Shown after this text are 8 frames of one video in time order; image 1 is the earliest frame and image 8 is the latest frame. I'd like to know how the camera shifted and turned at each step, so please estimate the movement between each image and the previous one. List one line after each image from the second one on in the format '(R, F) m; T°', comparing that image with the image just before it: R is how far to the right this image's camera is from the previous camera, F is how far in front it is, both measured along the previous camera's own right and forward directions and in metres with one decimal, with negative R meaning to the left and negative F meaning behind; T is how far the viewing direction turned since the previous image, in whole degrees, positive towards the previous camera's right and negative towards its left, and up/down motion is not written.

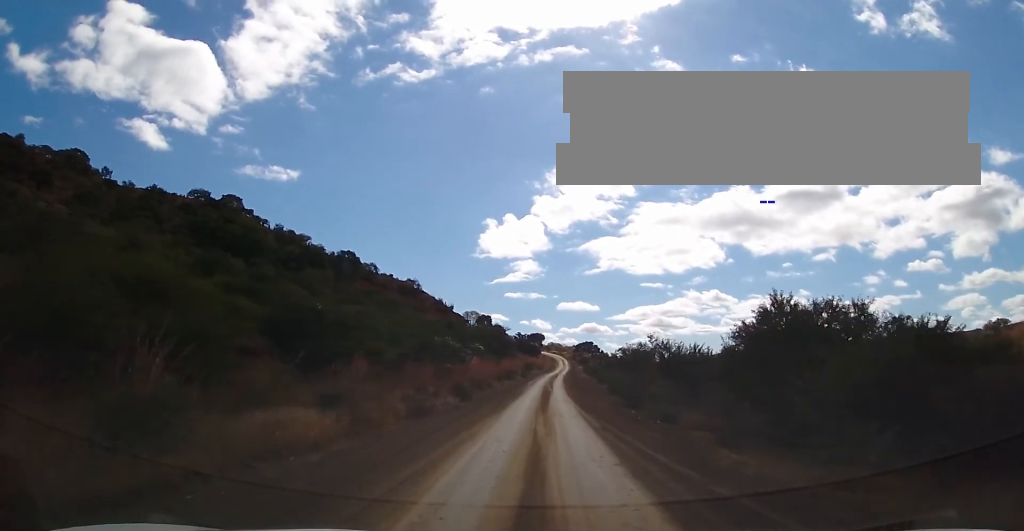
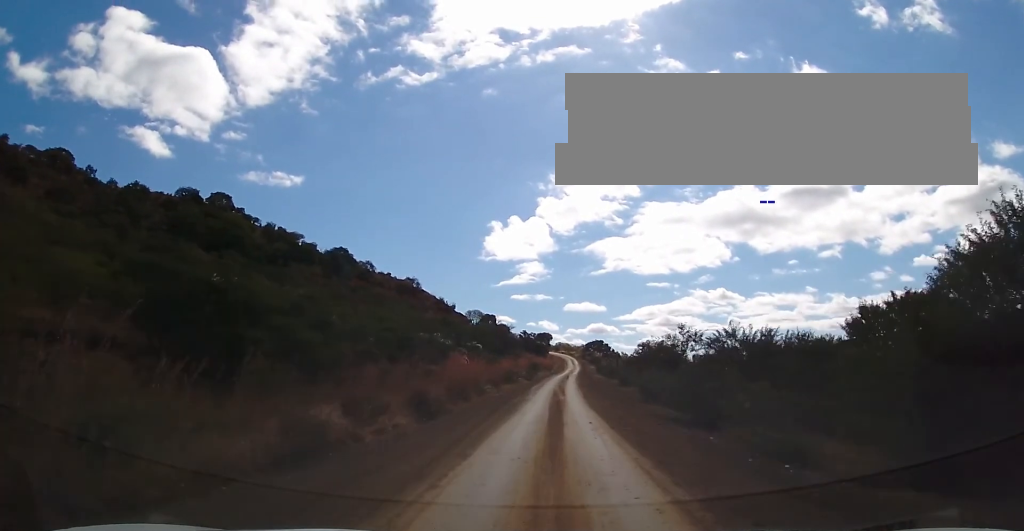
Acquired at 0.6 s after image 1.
(-0.3, +11.7) m; -1°
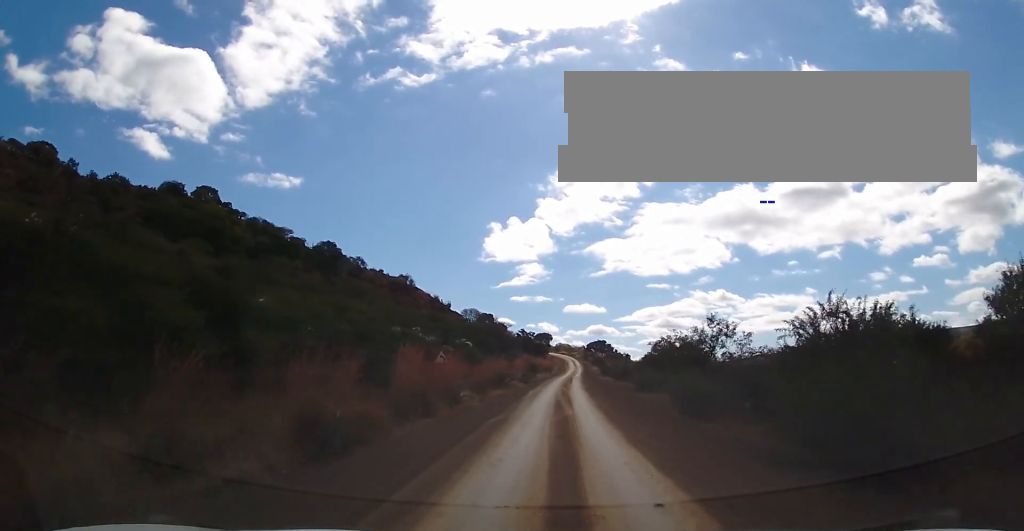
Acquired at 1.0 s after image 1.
(-0.1, +9.7) m; 0°
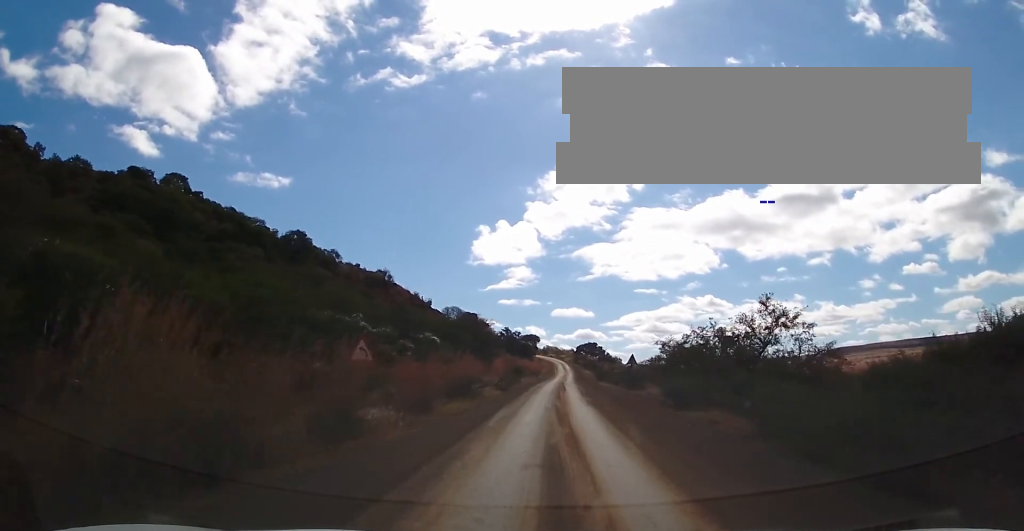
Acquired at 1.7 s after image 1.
(0.0, +13.2) m; +1°
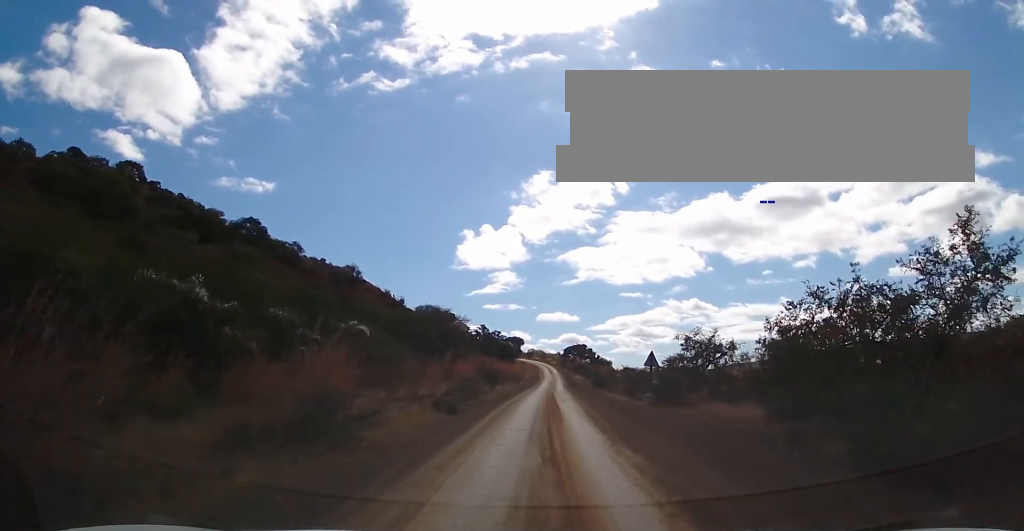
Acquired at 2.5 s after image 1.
(+0.2, +17.4) m; +1°
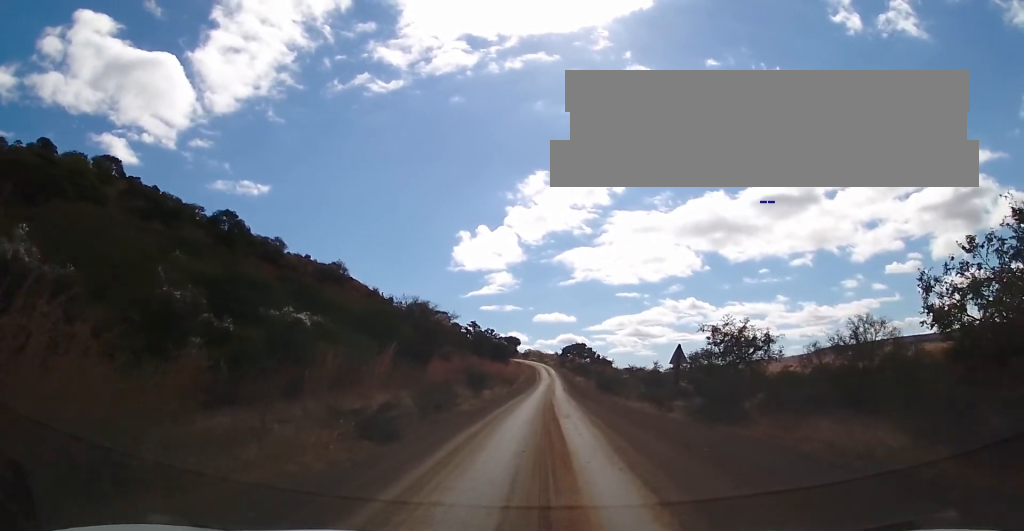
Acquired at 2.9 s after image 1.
(0.0, +9.1) m; +1°
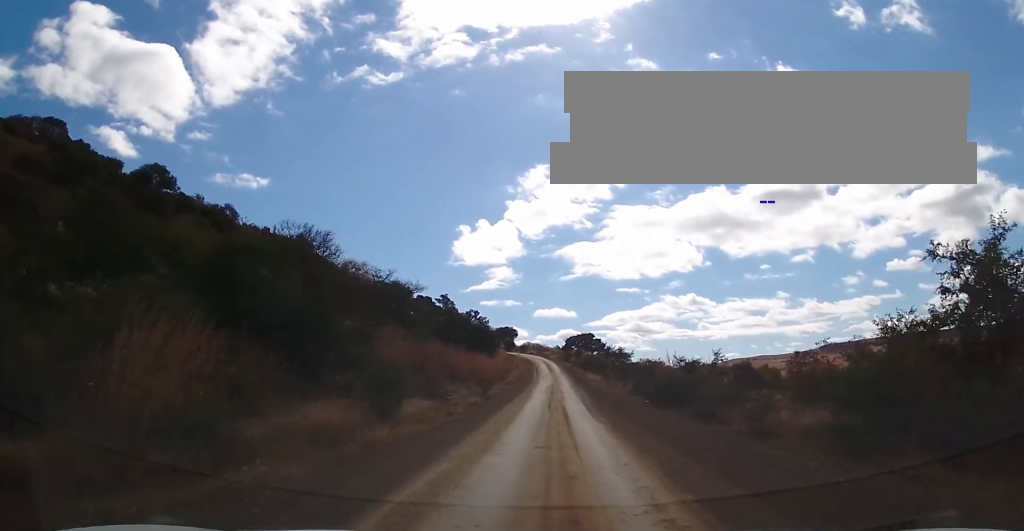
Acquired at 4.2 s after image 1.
(+0.3, +26.0) m; +1°
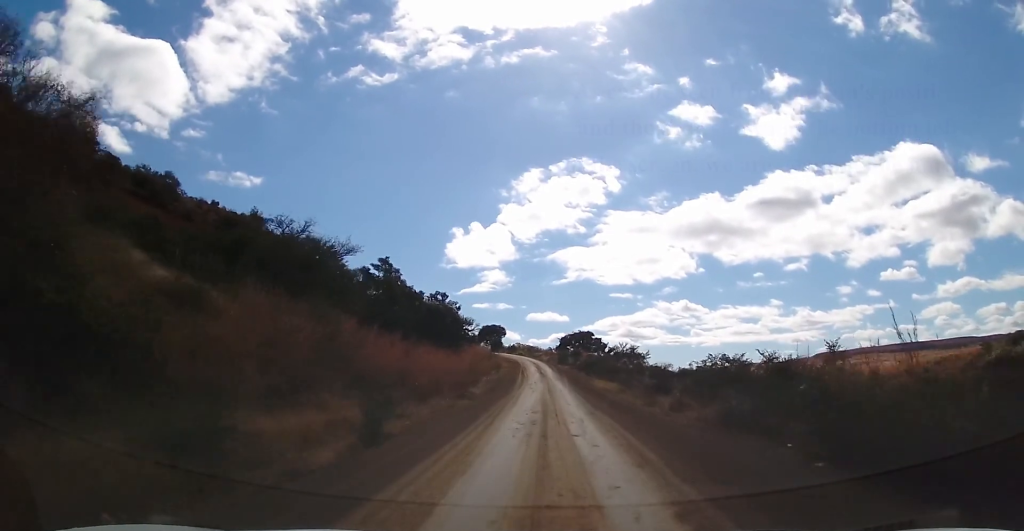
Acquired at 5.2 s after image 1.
(+0.1, +20.9) m; 0°
